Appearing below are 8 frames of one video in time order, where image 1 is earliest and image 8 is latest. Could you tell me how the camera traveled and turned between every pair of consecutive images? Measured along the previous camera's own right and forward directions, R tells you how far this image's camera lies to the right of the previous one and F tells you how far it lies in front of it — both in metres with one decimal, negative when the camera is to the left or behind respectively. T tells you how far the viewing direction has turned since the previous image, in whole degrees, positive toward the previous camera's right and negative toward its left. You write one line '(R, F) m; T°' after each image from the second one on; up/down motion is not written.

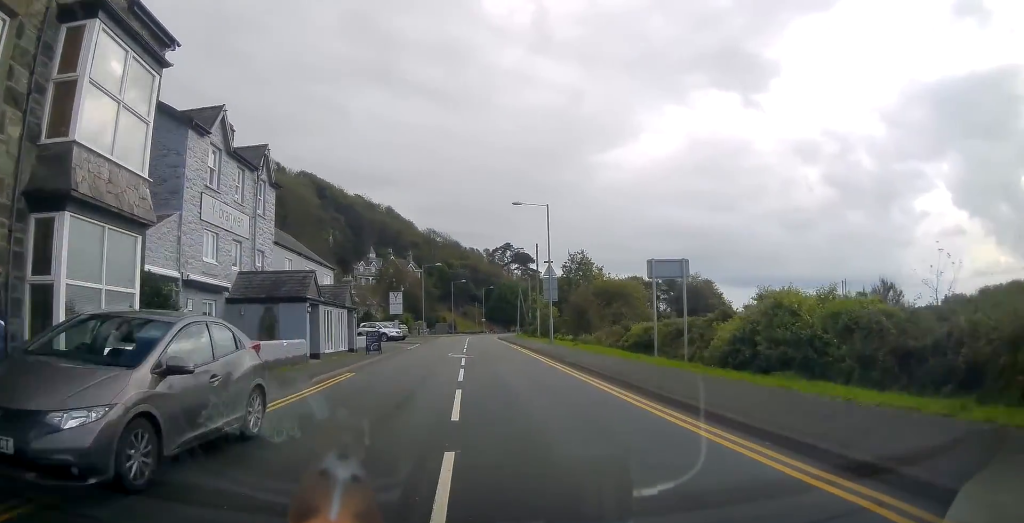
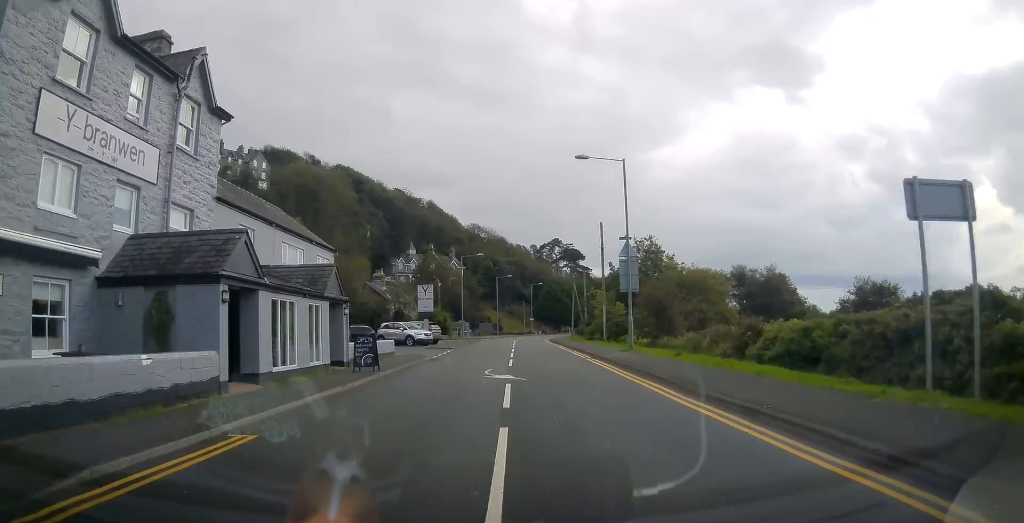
(-0.1, +10.5) m; -2°
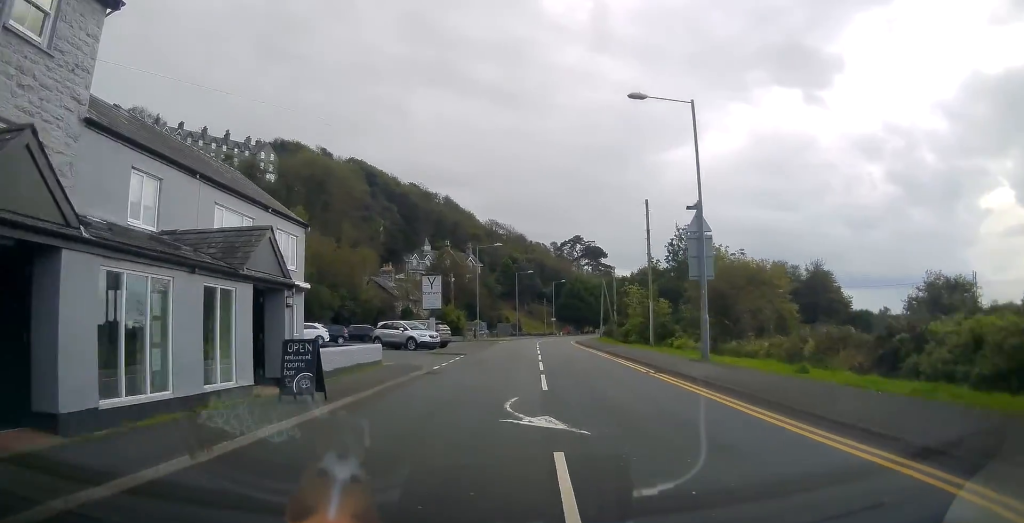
(-0.1, +7.5) m; -2°
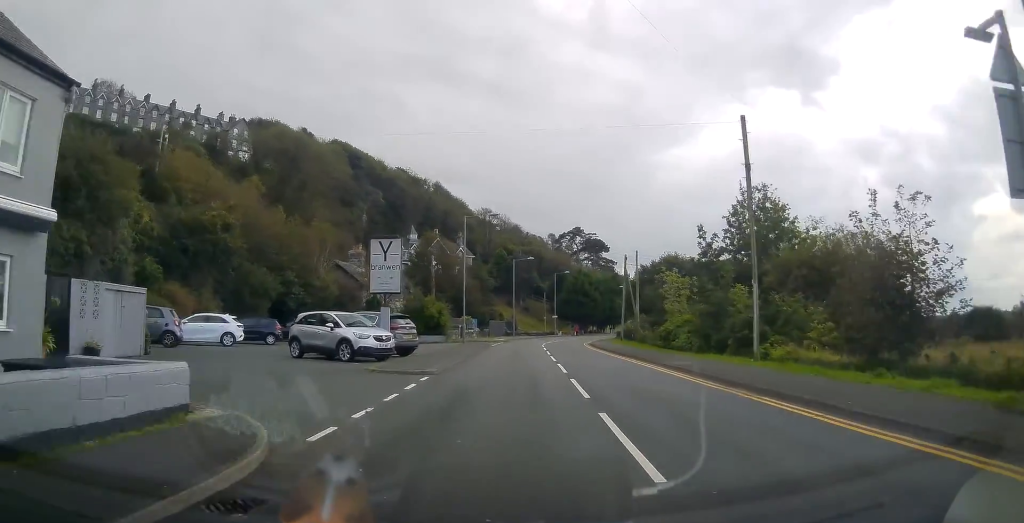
(-0.4, +13.7) m; -2°
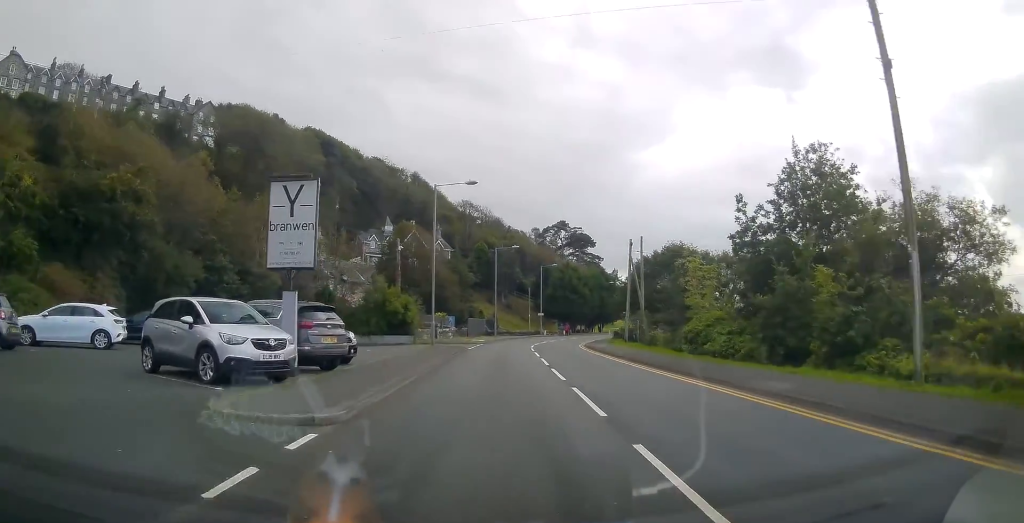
(-0.1, +8.4) m; 0°
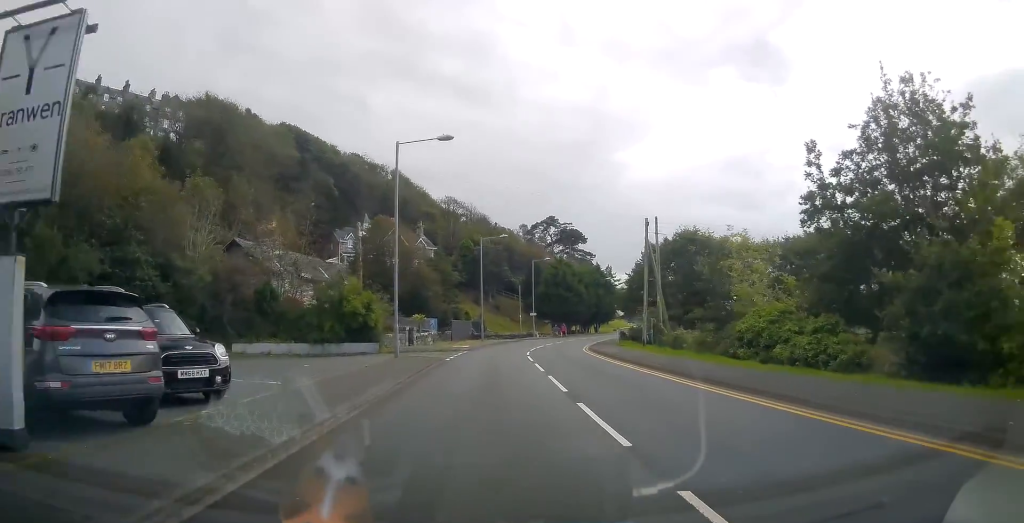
(+0.1, +8.0) m; +1°
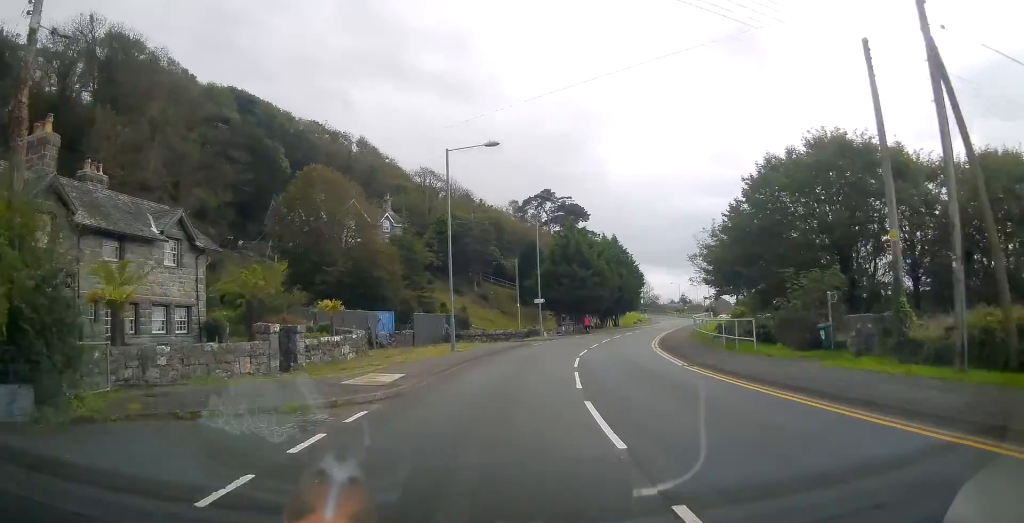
(+0.5, +24.6) m; +3°
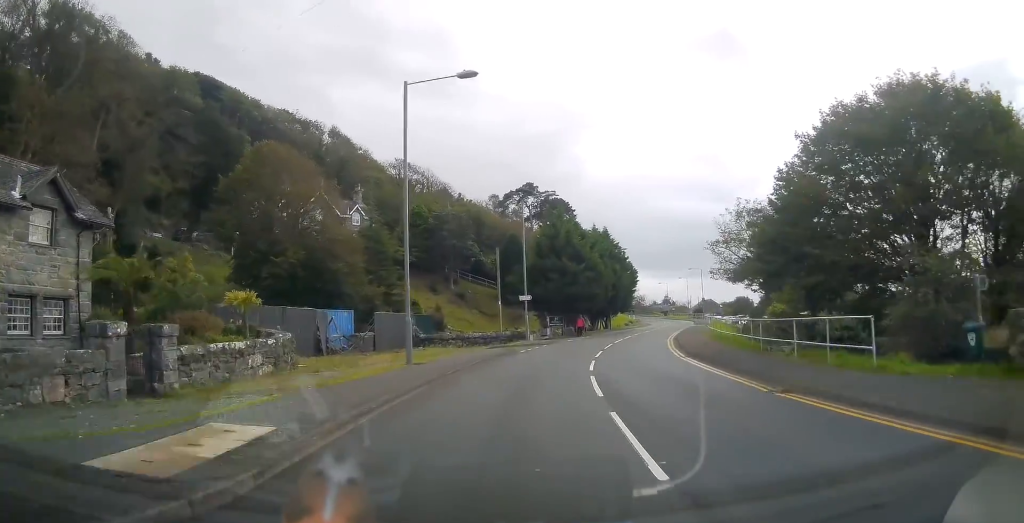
(+0.1, +7.3) m; +2°
